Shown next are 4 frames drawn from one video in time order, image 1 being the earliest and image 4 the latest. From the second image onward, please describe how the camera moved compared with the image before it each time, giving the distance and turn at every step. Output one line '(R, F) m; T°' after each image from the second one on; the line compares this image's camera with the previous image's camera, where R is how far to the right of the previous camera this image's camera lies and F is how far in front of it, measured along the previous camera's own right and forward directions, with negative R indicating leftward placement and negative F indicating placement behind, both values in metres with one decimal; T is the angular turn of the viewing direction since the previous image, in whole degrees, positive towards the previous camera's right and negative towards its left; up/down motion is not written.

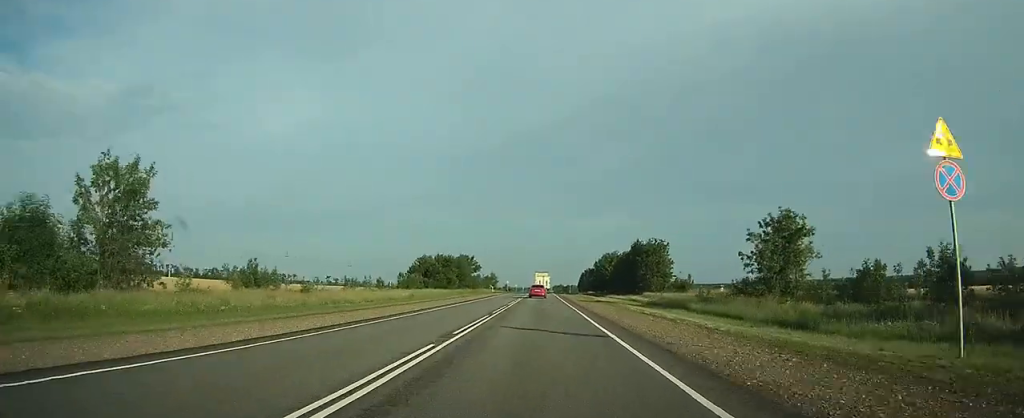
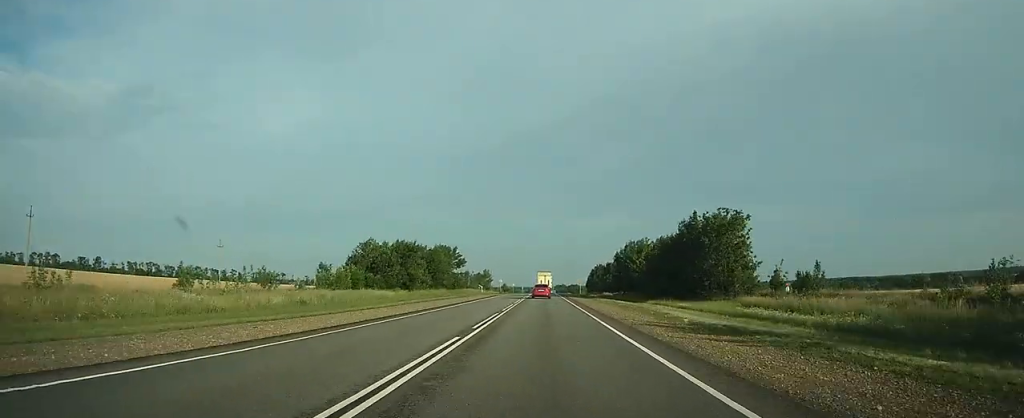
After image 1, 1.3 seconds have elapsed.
(0.0, +34.6) m; 0°
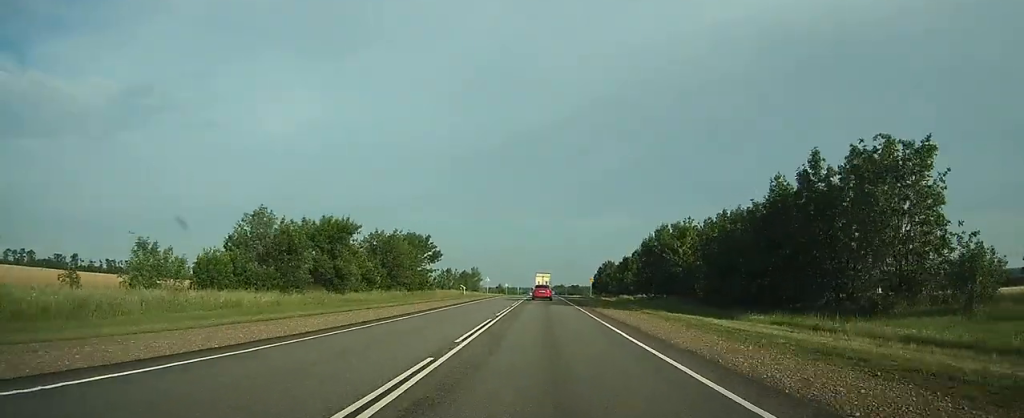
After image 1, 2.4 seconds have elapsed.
(0.0, +28.2) m; 0°
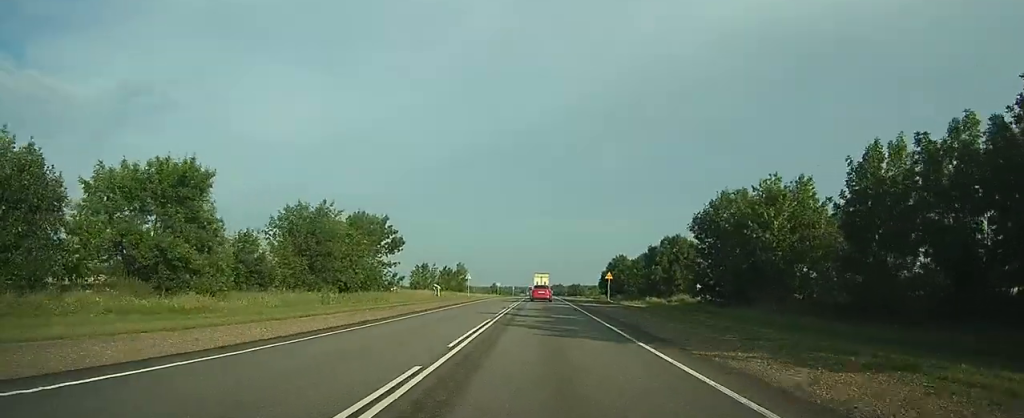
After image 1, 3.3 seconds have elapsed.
(+0.1, +25.4) m; 0°
